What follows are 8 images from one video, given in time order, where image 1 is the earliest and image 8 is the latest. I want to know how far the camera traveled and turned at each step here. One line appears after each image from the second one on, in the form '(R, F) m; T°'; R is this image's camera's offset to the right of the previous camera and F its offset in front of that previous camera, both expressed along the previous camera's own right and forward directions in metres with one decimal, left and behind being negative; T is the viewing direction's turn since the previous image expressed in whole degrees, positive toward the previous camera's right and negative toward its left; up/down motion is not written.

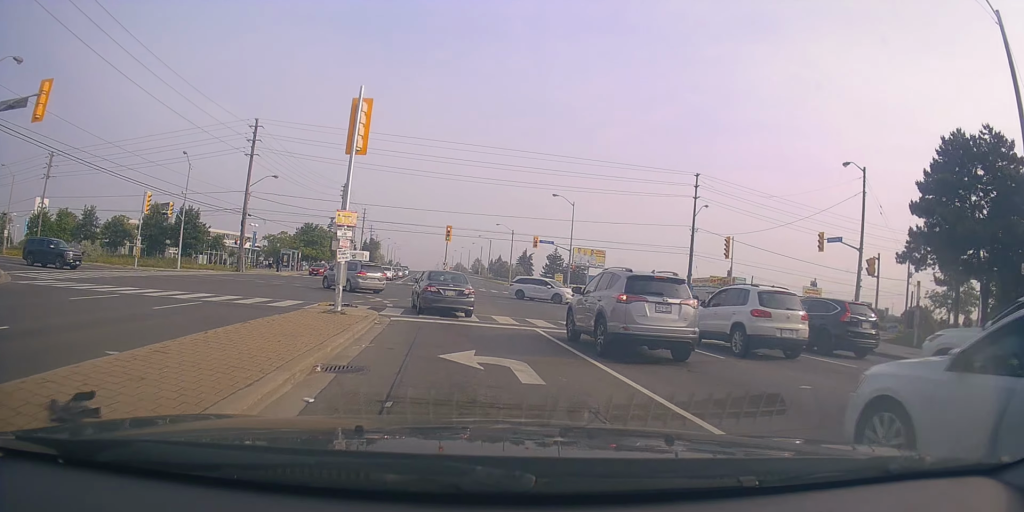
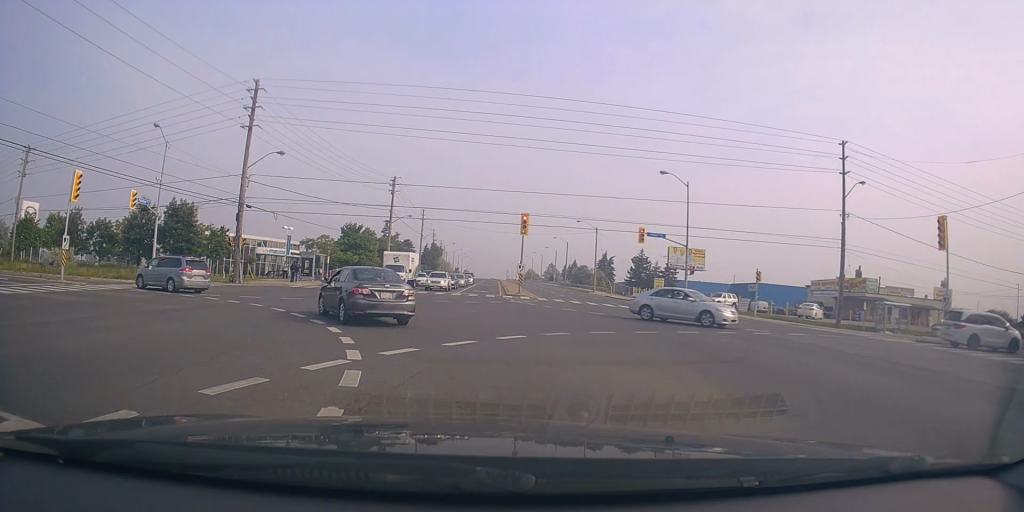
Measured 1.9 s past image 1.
(0.0, +16.1) m; -6°
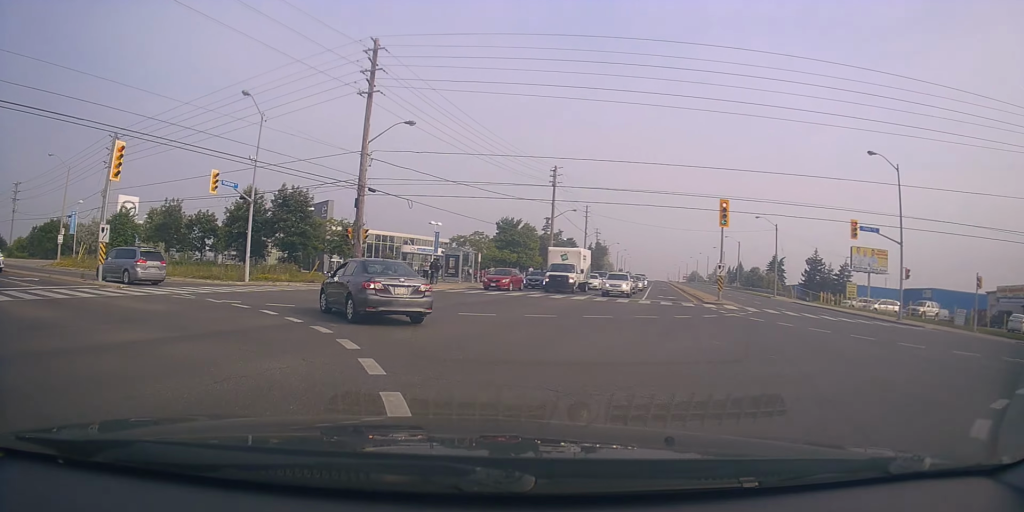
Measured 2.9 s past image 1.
(-1.0, +8.8) m; -17°
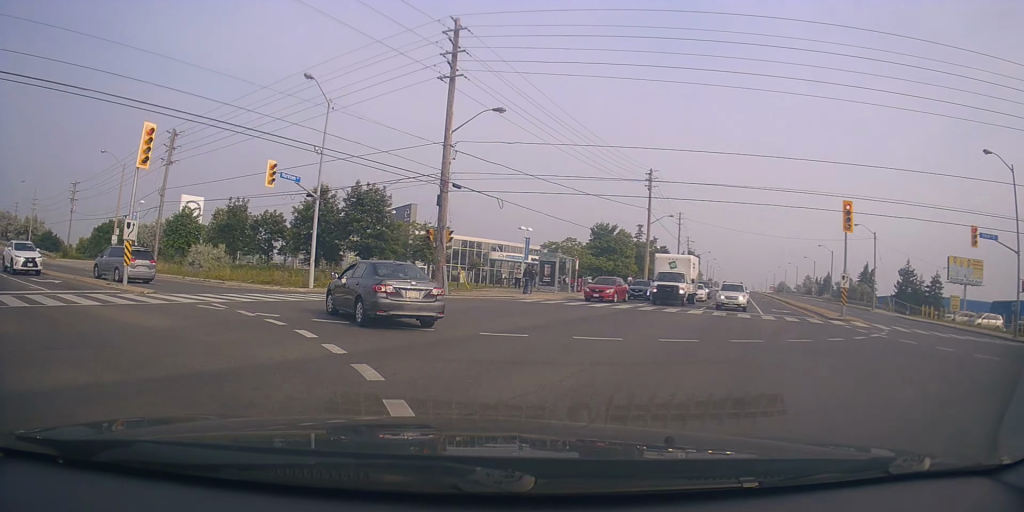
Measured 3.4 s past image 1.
(-0.5, +4.3) m; -10°
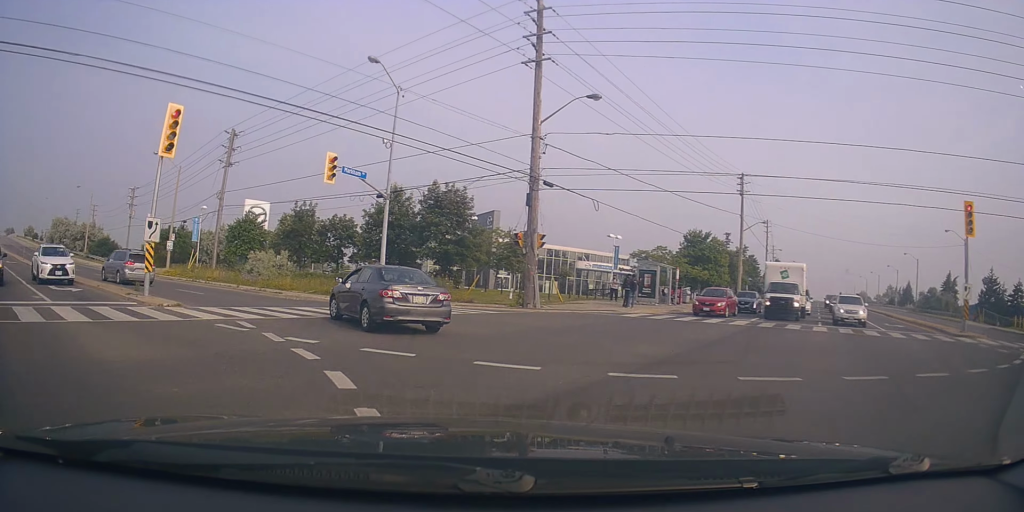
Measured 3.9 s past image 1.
(-0.3, +4.0) m; -6°
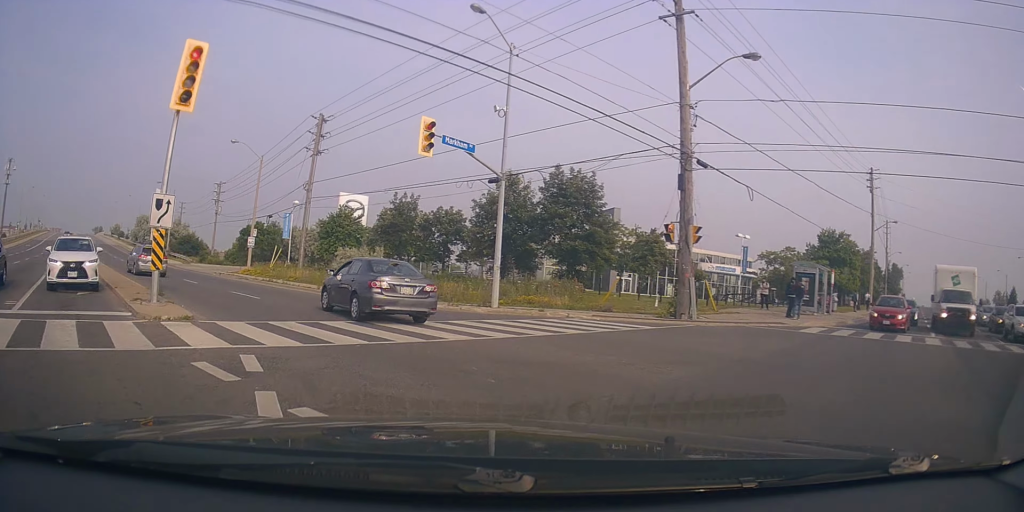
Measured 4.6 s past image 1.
(-0.1, +6.0) m; -8°
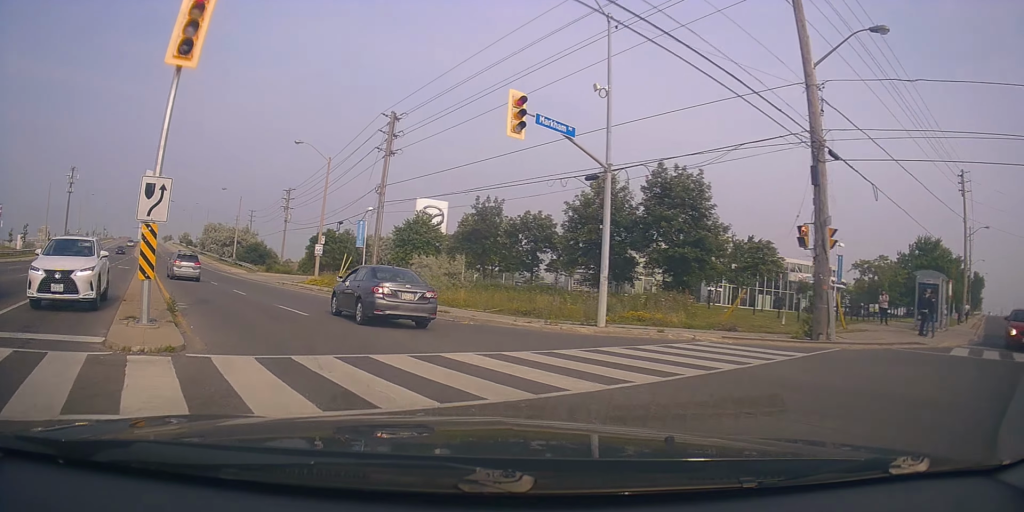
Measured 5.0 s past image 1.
(-0.4, +3.9) m; -7°
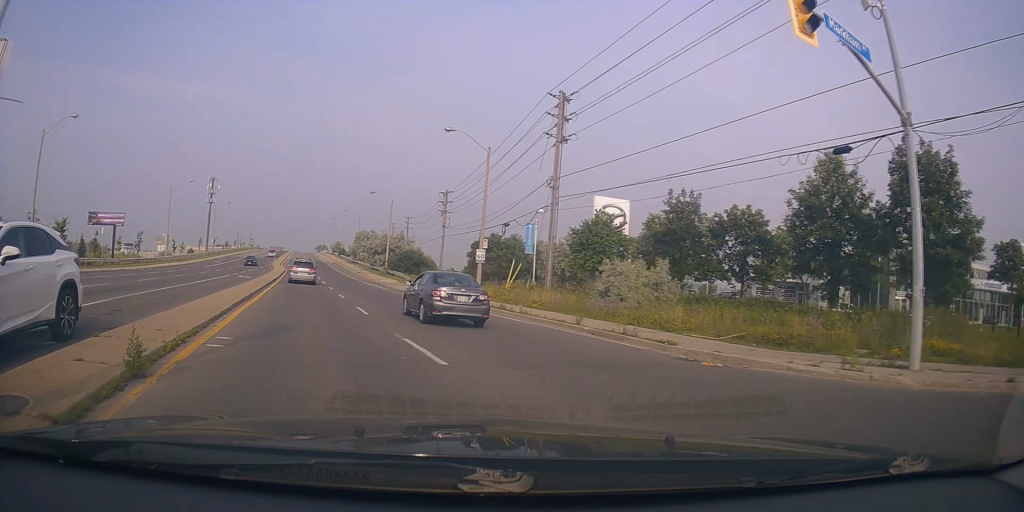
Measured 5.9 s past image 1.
(-0.8, +7.3) m; -16°
